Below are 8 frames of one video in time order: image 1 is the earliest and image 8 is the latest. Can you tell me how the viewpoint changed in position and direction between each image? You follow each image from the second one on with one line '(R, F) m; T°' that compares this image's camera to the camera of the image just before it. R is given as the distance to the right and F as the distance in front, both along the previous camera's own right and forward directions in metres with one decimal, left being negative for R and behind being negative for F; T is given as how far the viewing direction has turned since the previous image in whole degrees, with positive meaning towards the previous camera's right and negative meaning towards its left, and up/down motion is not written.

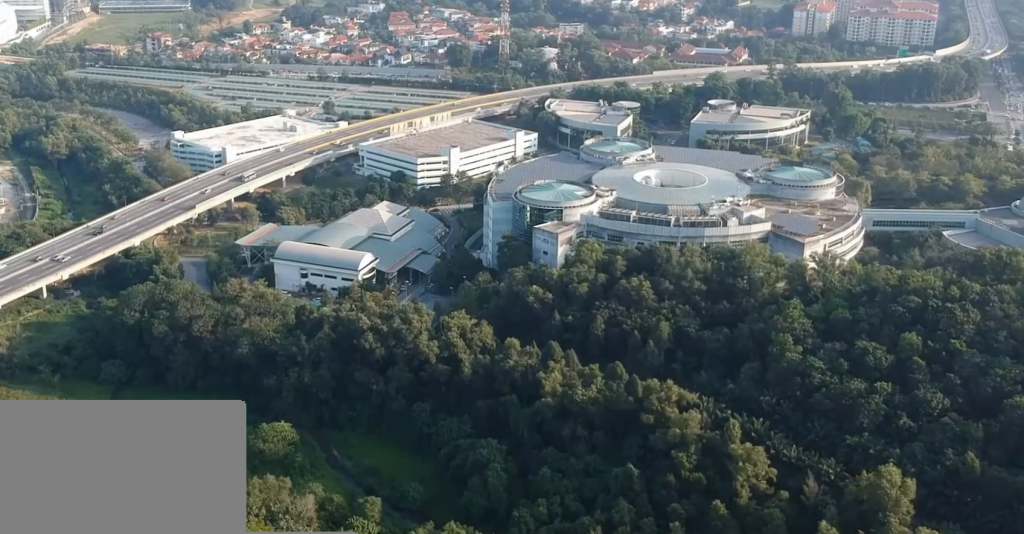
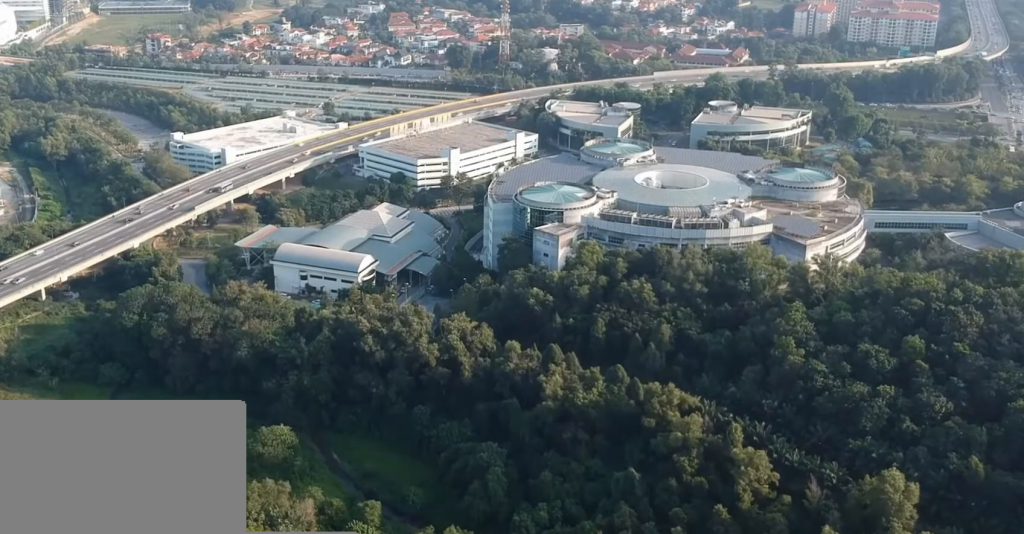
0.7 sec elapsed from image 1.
(0.0, +1.8) m; +1°
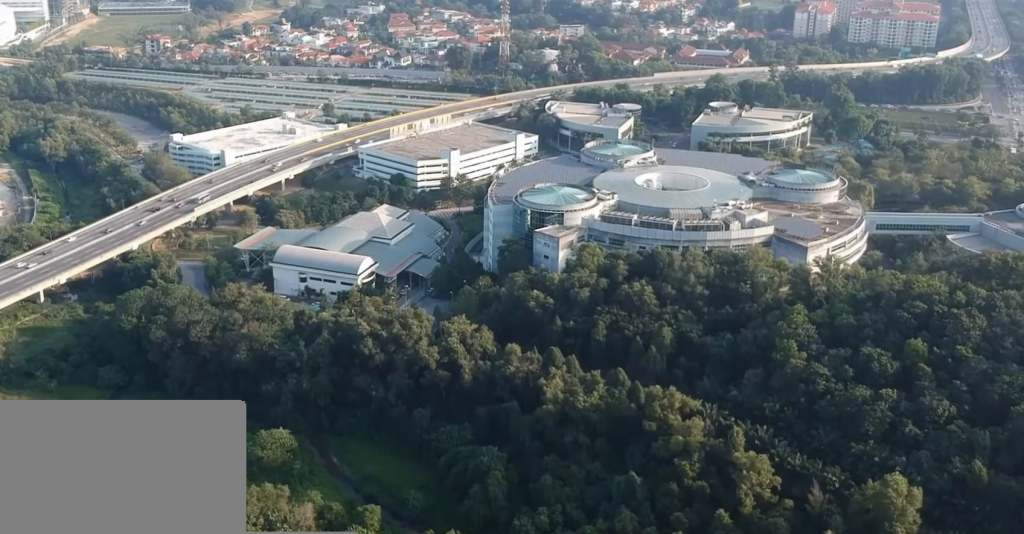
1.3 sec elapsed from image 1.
(0.0, +1.8) m; +2°
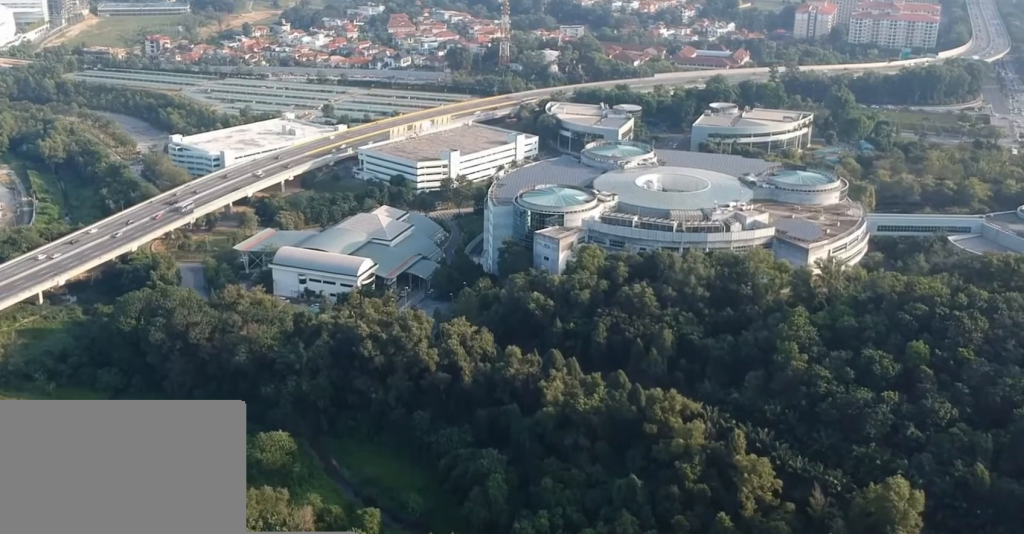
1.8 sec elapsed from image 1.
(0.0, +1.2) m; +1°
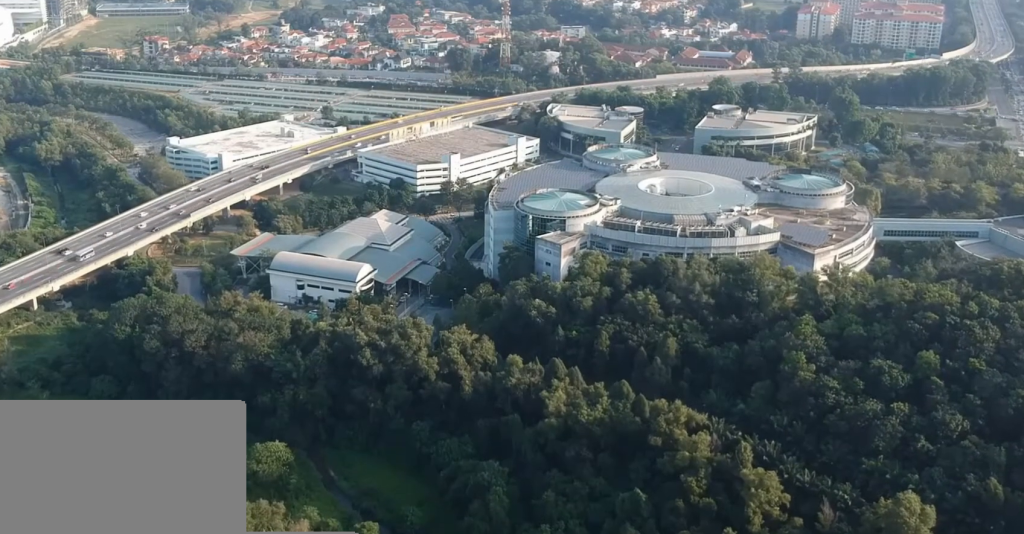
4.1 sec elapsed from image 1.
(+0.1, +6.3) m; -1°
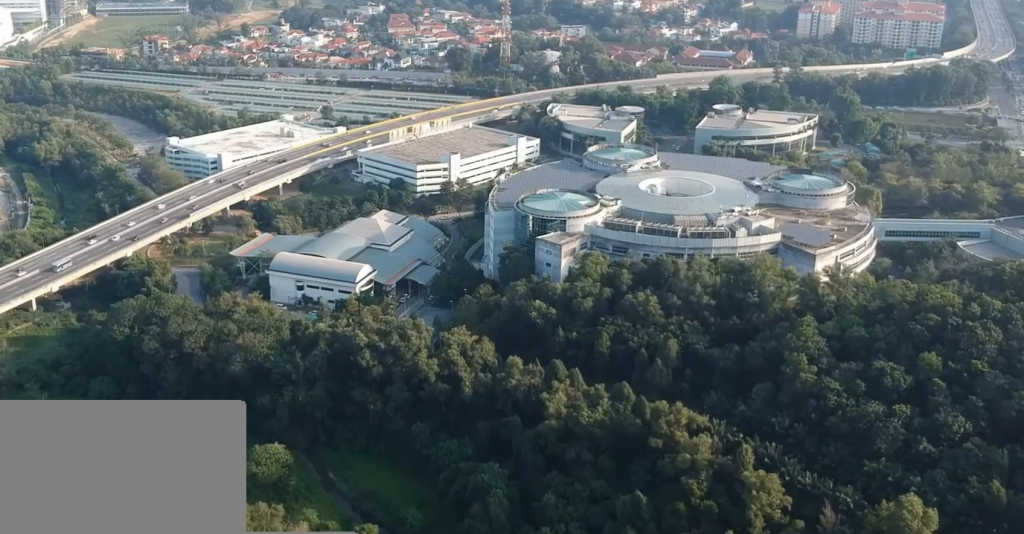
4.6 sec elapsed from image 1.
(0.0, +1.2) m; -1°
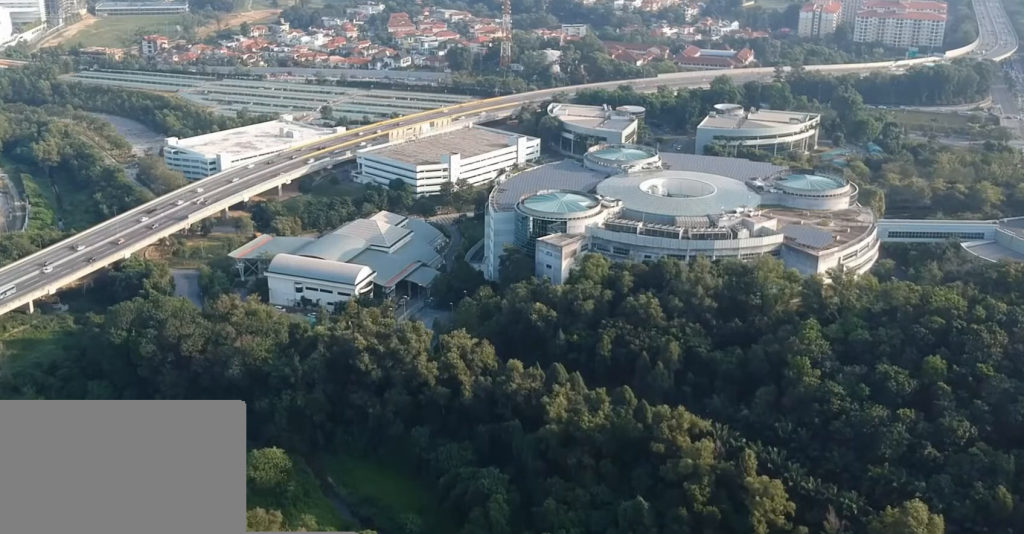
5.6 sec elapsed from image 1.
(0.0, +2.6) m; -1°
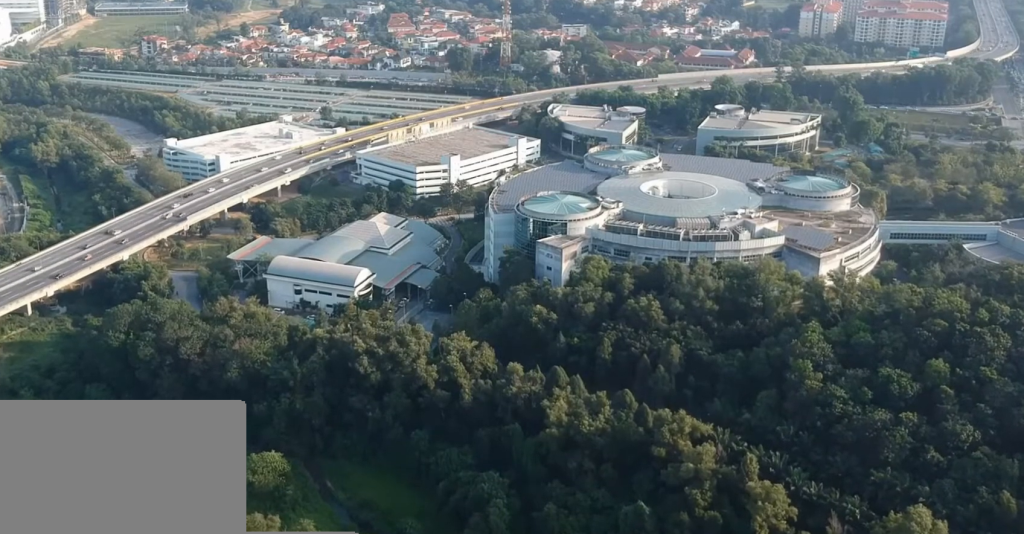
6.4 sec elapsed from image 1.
(0.0, +1.9) m; 0°
